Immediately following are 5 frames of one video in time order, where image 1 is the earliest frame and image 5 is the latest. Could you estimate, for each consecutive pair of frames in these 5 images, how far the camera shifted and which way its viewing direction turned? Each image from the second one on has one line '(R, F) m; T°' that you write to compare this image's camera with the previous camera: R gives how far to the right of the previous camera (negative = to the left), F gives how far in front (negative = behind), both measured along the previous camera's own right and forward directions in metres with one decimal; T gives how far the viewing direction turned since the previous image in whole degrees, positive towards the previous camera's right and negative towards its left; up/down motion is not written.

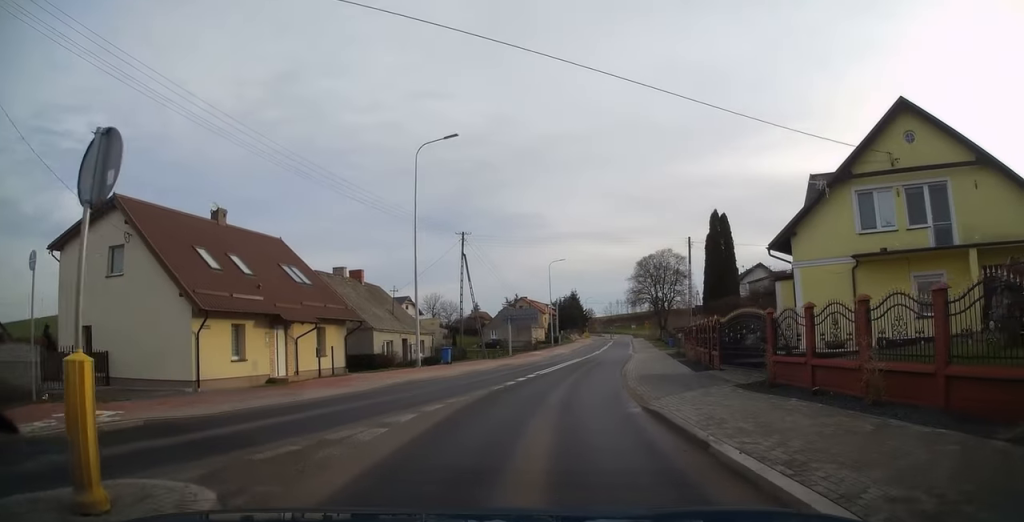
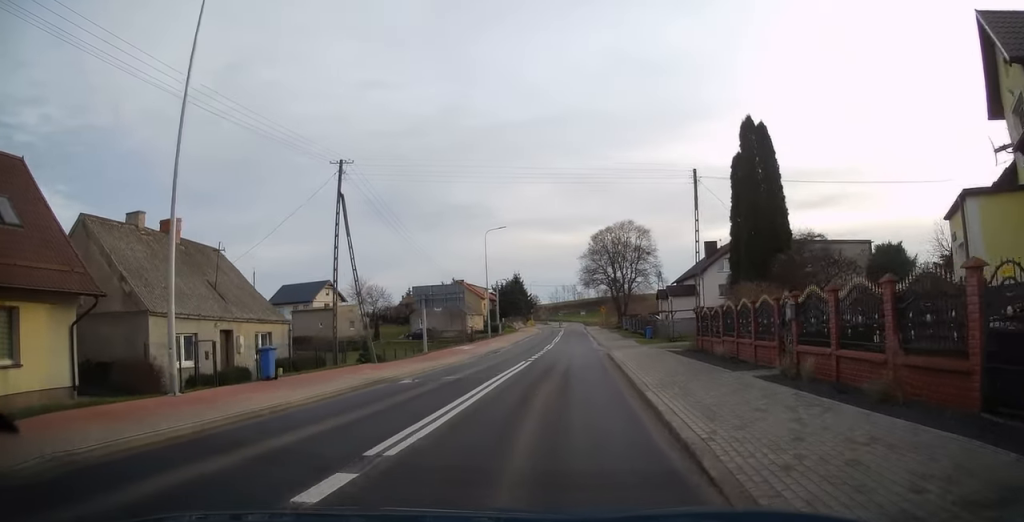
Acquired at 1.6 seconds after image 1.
(+2.3, +14.8) m; +13°
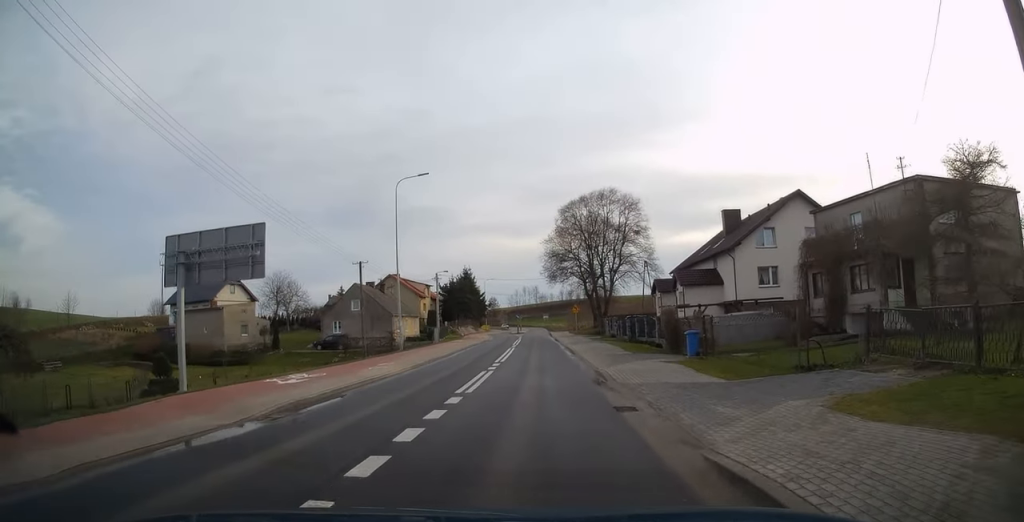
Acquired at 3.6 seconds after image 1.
(+1.0, +22.2) m; +6°
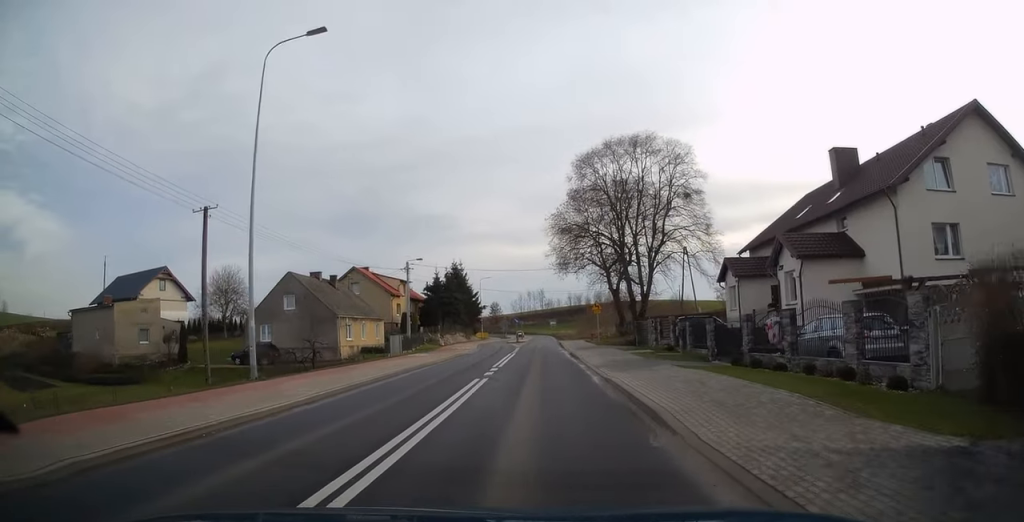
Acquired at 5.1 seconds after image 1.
(+0.3, +19.4) m; -1°
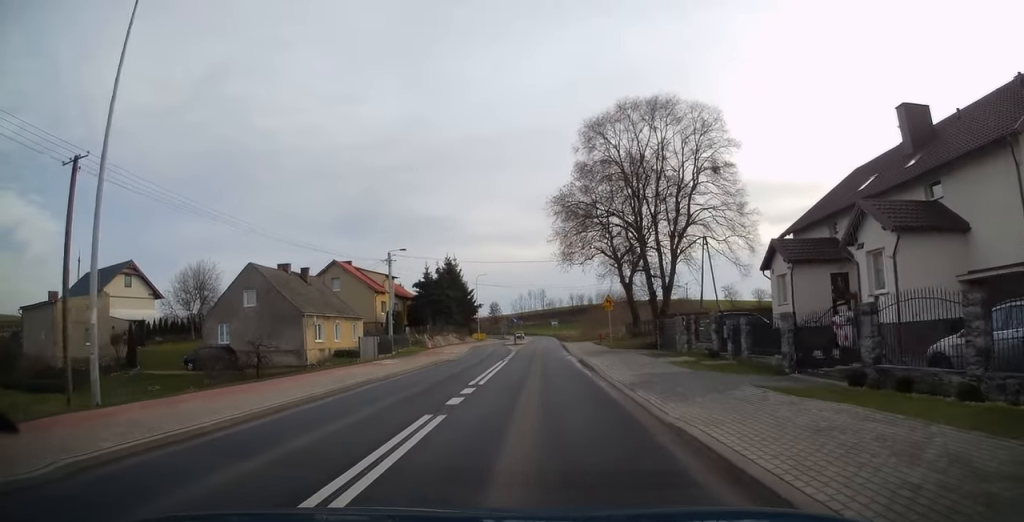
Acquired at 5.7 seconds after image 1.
(-0.1, +7.2) m; 0°
